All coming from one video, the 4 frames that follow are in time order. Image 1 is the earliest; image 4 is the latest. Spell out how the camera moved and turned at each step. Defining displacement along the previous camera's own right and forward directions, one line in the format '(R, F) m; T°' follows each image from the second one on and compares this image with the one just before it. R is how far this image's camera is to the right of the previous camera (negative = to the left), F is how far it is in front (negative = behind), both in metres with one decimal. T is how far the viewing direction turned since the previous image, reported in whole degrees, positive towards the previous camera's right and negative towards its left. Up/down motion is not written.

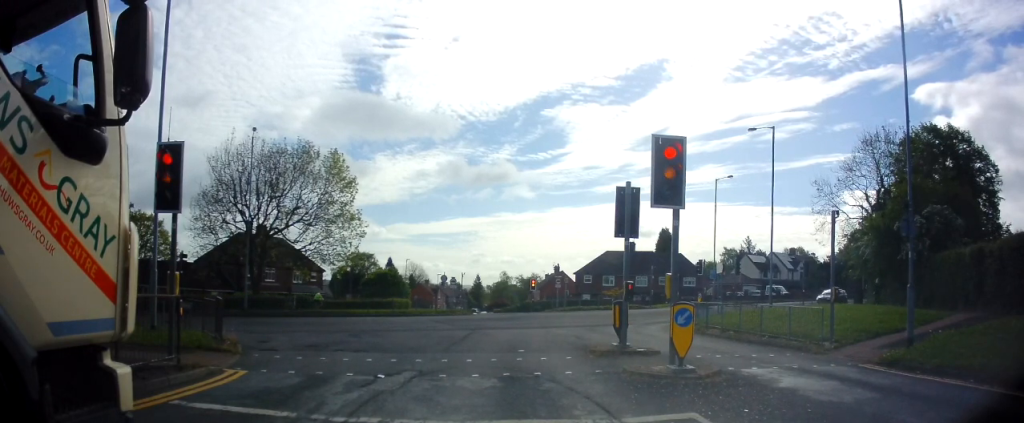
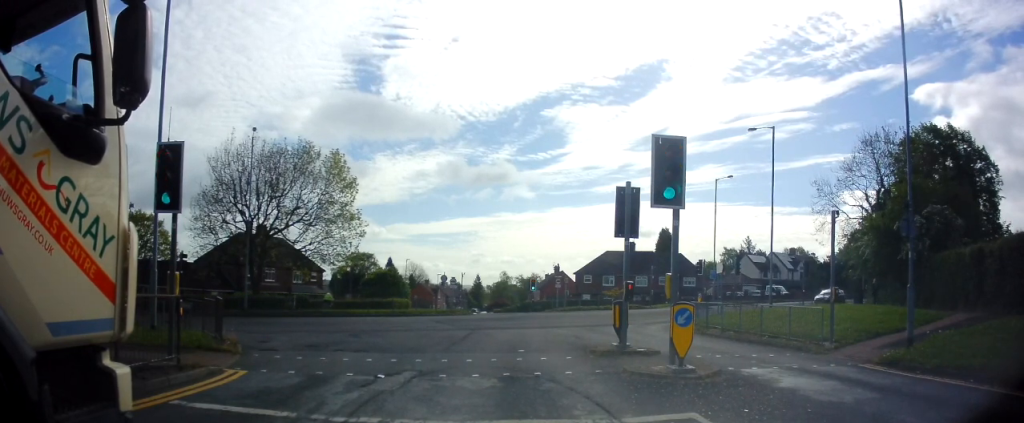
(0.0, 0.0) m; 0°
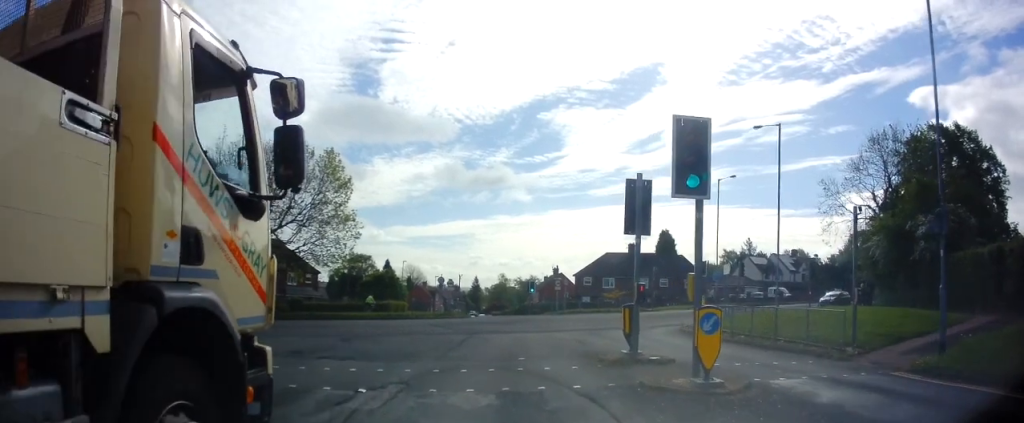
(0.0, +0.7) m; 0°
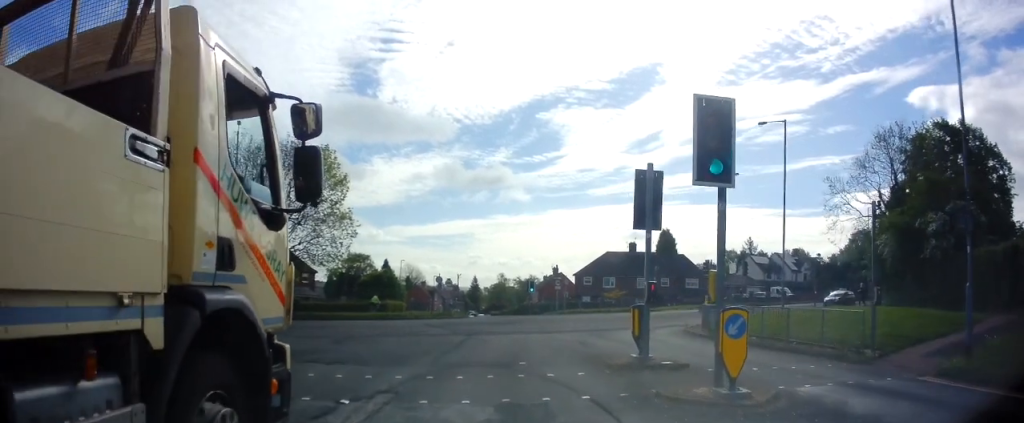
(0.0, +0.6) m; 0°
